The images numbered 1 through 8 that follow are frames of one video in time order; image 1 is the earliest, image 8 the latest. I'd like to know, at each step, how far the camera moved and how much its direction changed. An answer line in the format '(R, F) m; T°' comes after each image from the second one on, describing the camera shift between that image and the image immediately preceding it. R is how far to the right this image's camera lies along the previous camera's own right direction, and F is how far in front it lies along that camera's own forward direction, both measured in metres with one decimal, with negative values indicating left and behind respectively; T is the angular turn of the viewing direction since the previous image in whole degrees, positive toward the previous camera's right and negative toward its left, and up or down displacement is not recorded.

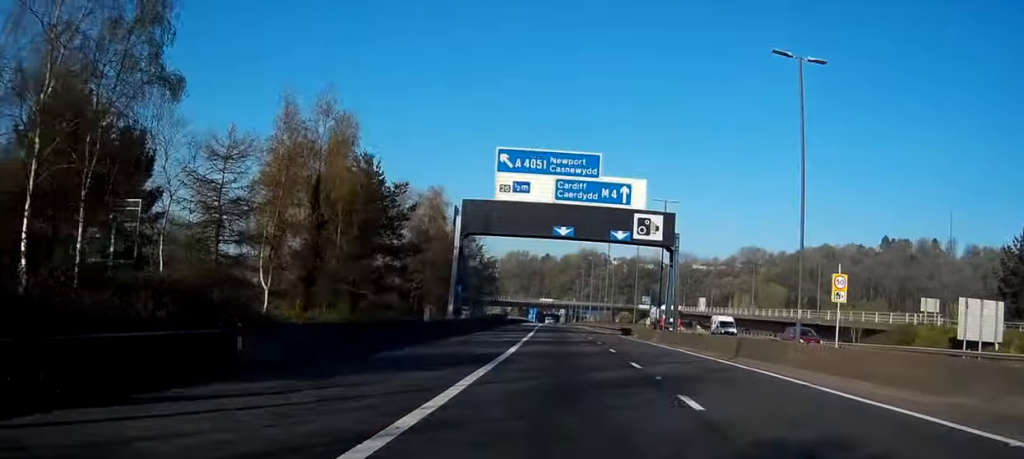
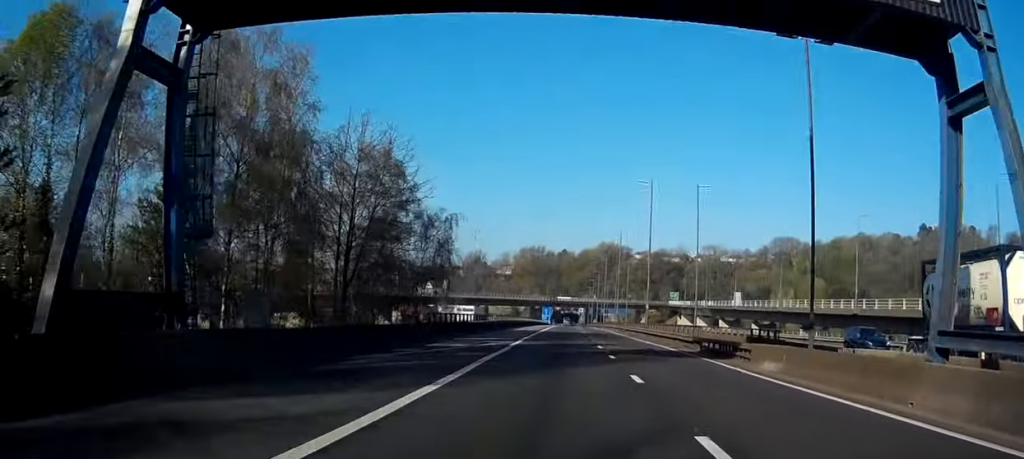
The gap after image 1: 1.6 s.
(-0.5, +39.3) m; -1°
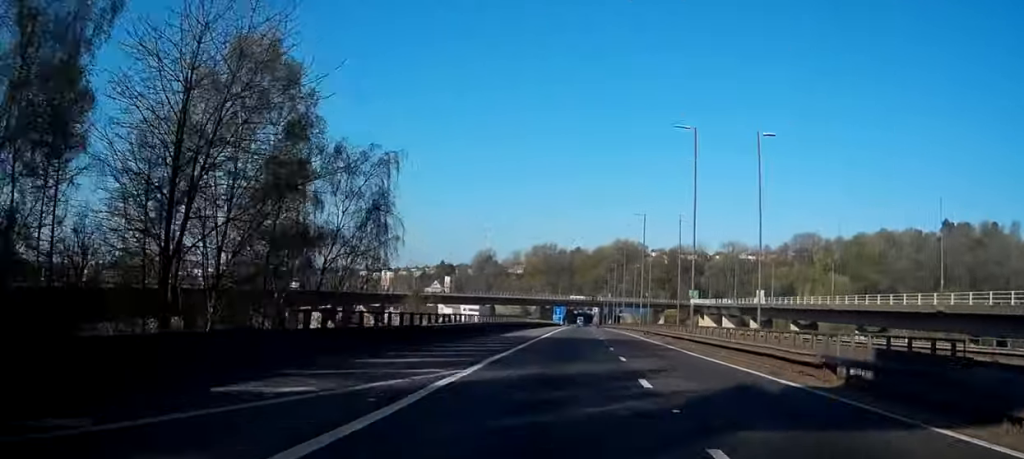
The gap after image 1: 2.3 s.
(0.0, +17.9) m; 0°
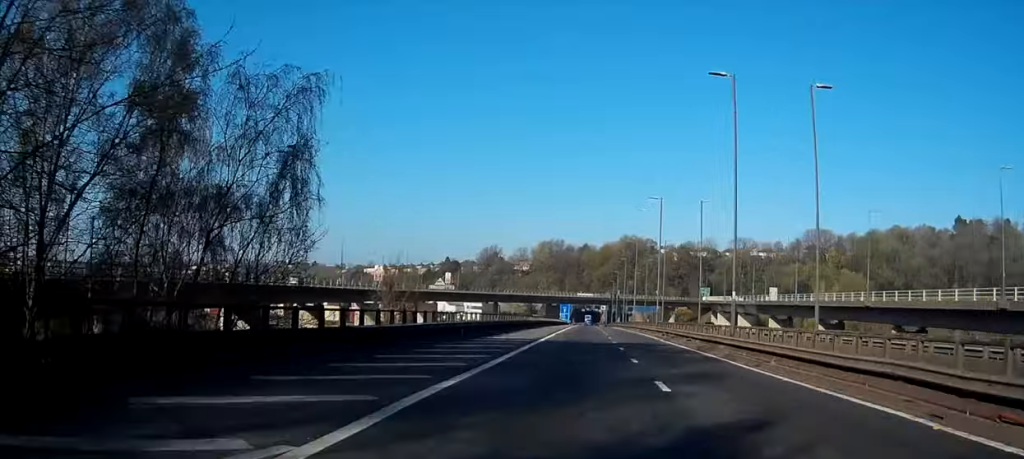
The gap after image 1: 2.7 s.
(0.0, +10.0) m; 0°
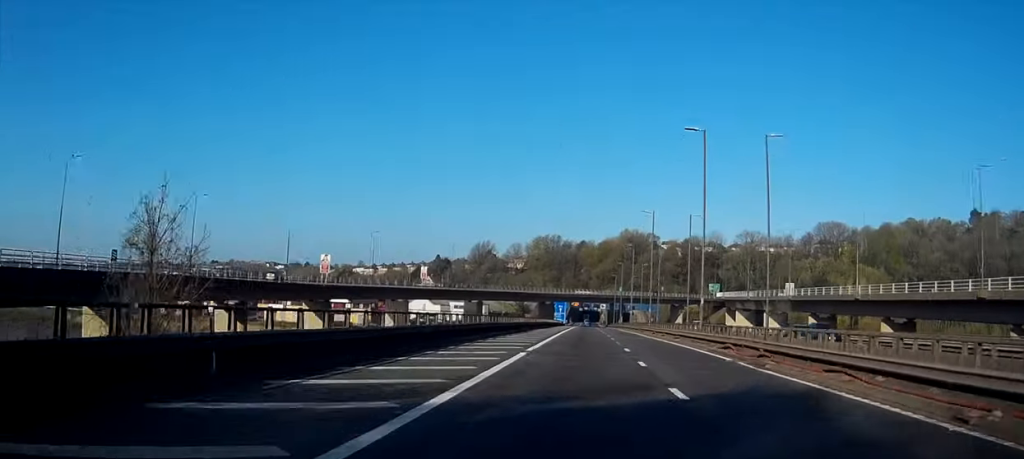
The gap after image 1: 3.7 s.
(-0.2, +26.8) m; -1°
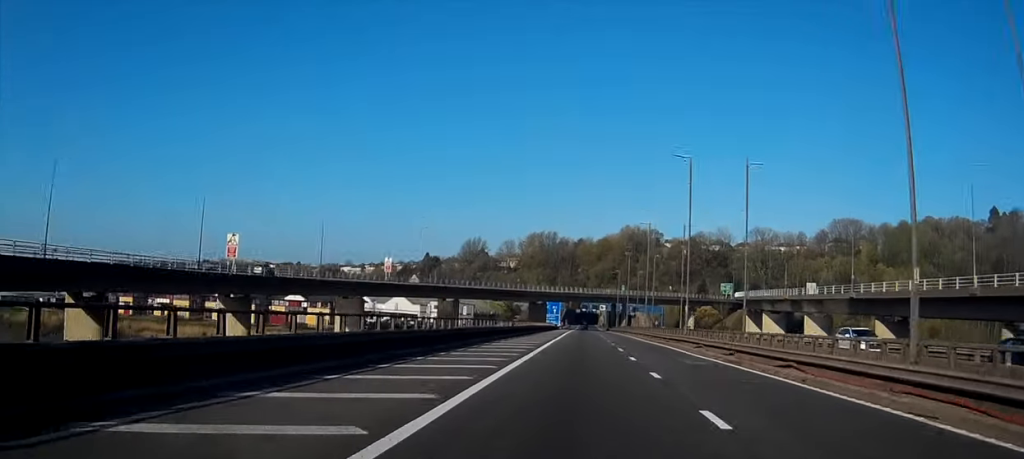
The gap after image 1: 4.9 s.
(0.0, +31.4) m; 0°
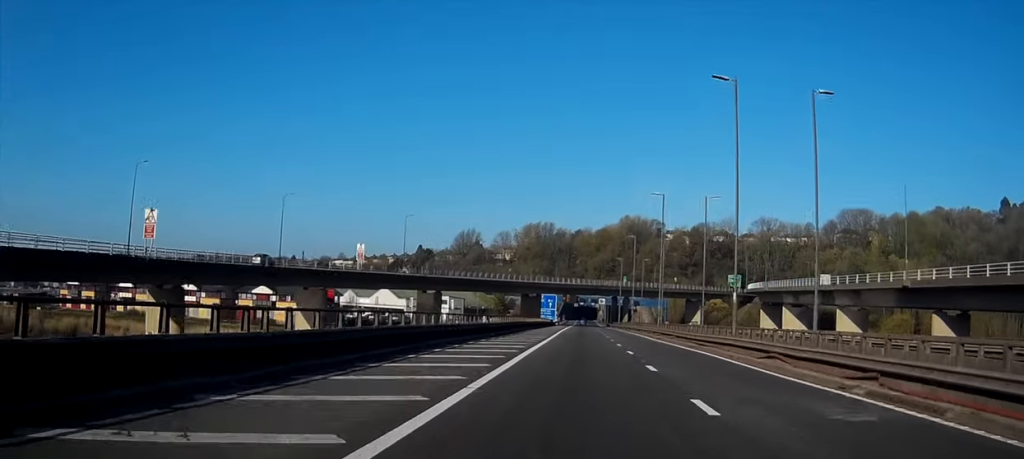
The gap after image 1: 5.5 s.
(+0.1, +16.2) m; +1°
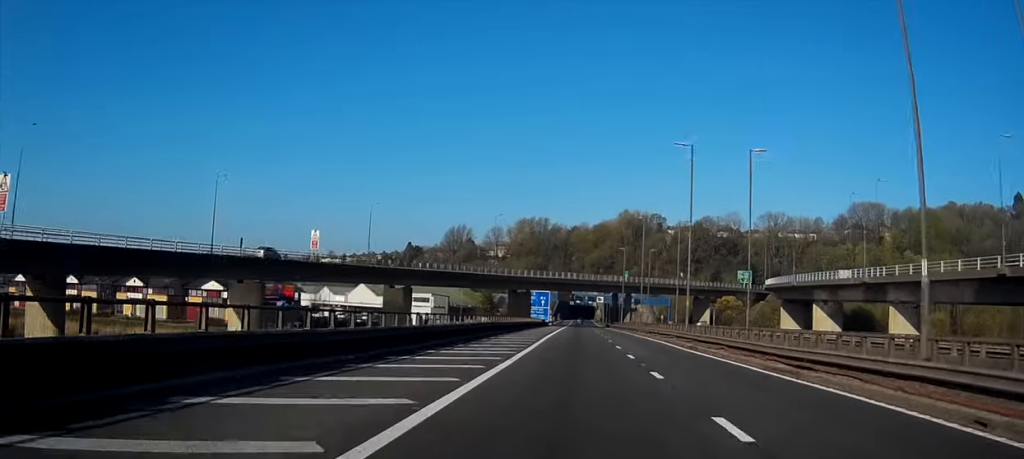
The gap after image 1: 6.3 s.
(+0.1, +19.2) m; +1°
